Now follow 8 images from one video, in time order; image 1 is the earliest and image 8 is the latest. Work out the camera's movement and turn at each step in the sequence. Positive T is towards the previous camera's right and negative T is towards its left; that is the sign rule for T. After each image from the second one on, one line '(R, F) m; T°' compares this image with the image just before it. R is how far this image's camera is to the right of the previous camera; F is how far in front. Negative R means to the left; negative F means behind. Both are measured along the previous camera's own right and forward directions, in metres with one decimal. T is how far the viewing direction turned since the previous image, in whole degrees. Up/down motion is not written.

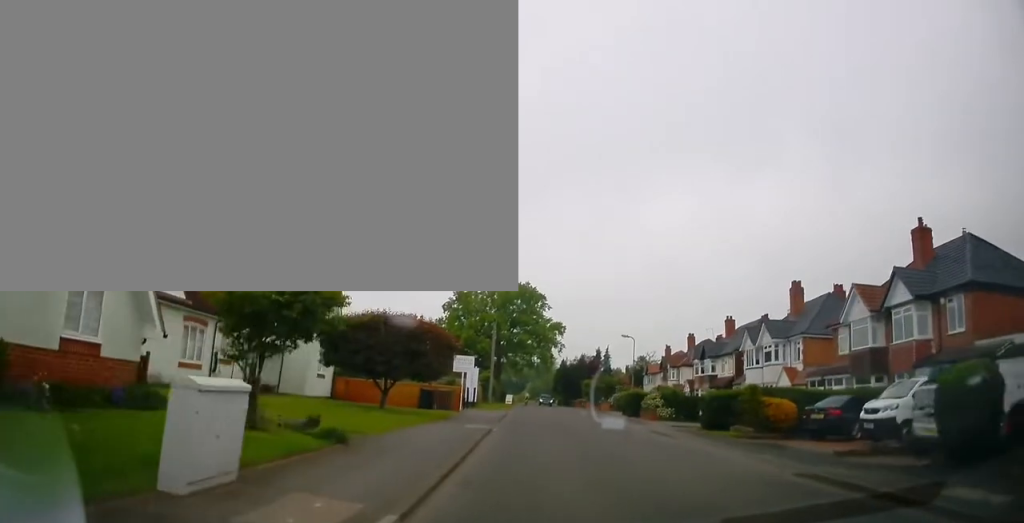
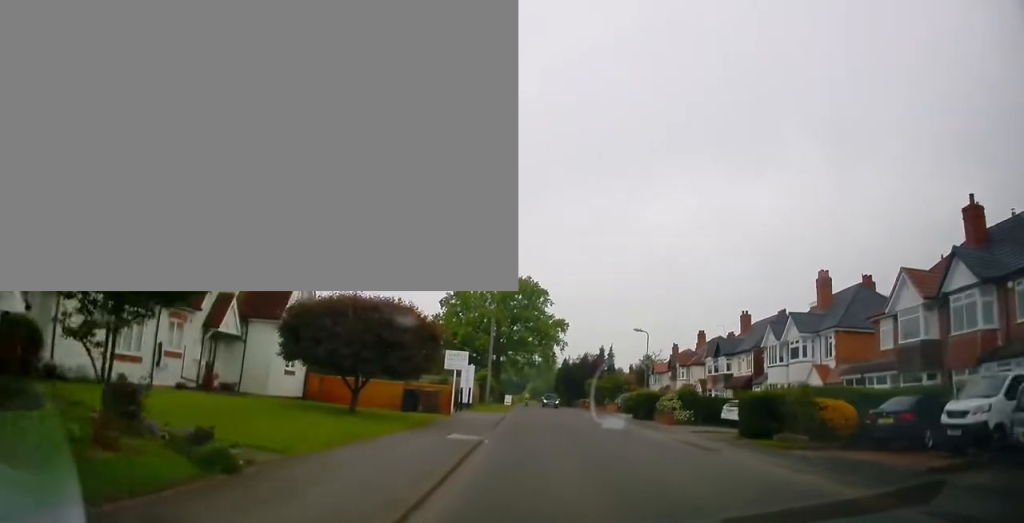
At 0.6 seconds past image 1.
(-0.3, +4.0) m; +1°
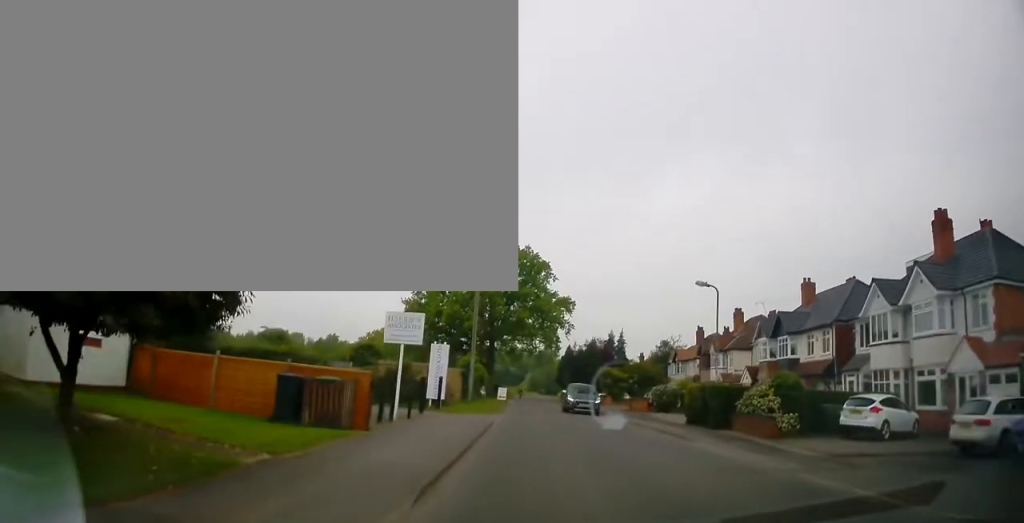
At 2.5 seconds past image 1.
(+1.1, +12.9) m; +5°
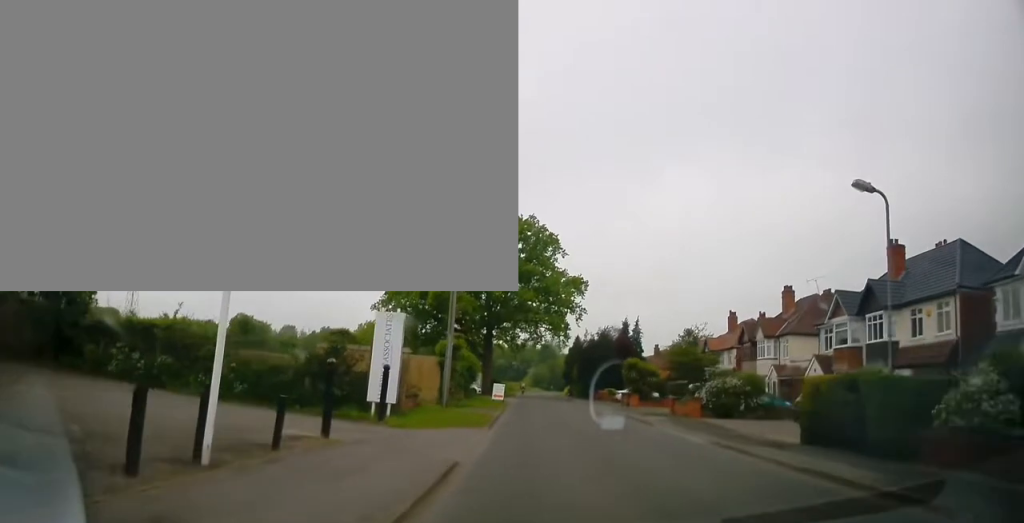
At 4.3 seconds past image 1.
(-0.2, +10.9) m; -2°
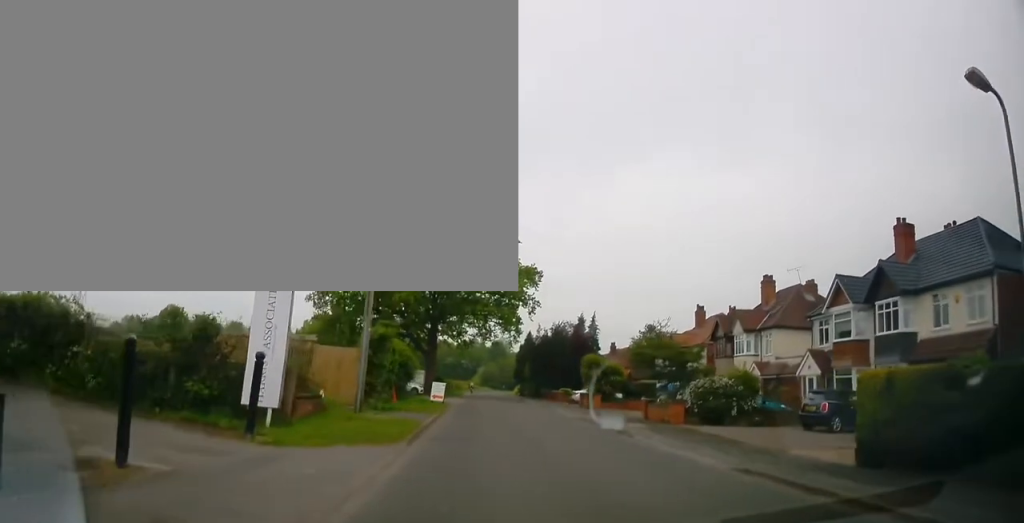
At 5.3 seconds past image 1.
(-0.1, +5.1) m; +3°
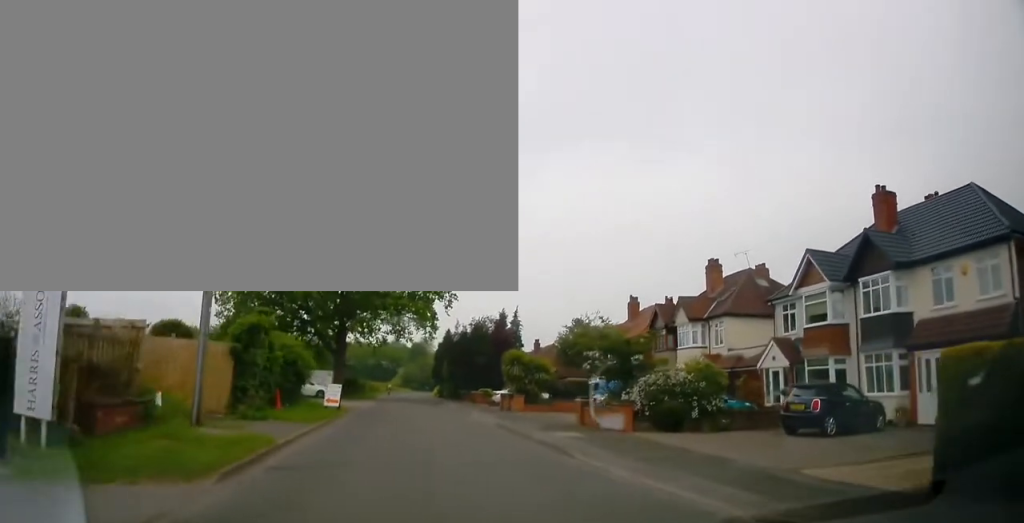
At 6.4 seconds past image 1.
(+0.4, +4.9) m; +14°
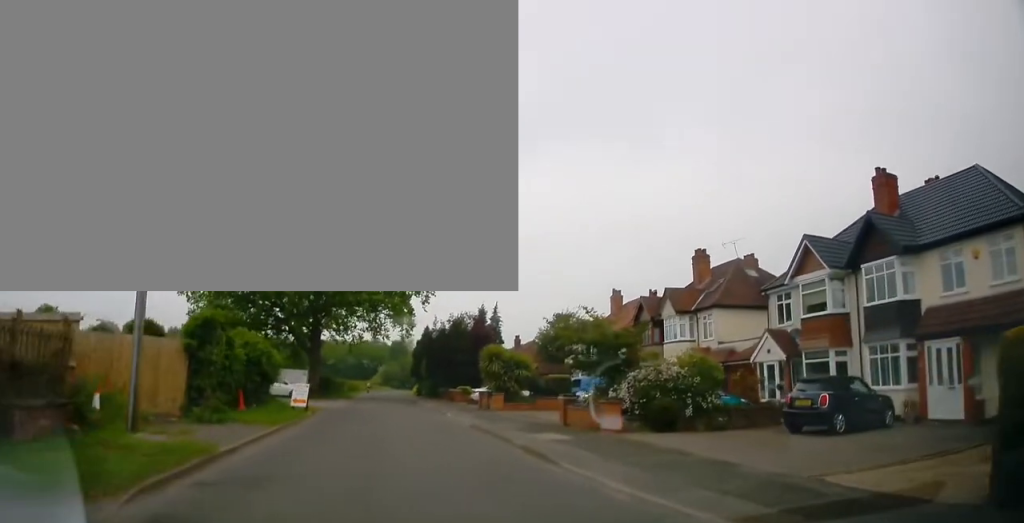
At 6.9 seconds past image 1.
(+0.1, +1.6) m; +4°
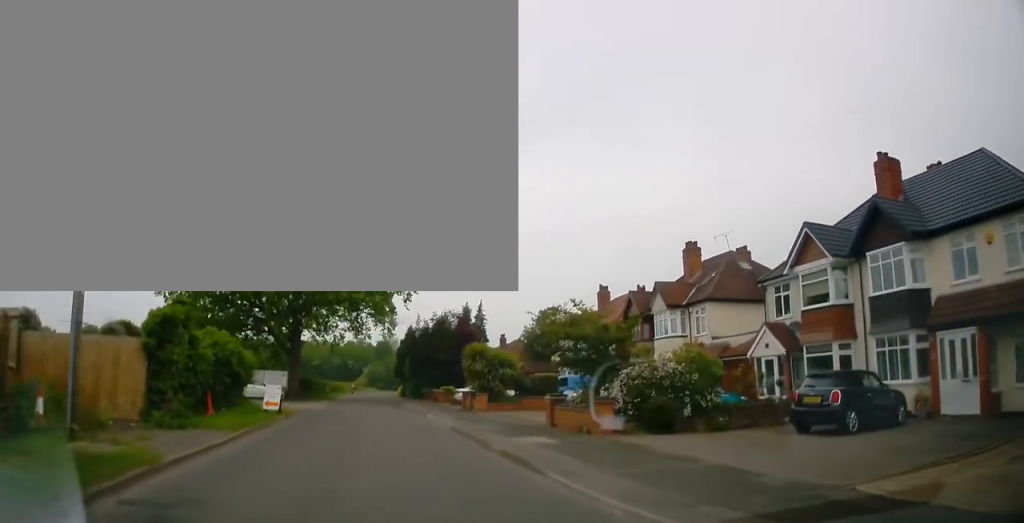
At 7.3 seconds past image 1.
(+0.2, +1.4) m; 0°
